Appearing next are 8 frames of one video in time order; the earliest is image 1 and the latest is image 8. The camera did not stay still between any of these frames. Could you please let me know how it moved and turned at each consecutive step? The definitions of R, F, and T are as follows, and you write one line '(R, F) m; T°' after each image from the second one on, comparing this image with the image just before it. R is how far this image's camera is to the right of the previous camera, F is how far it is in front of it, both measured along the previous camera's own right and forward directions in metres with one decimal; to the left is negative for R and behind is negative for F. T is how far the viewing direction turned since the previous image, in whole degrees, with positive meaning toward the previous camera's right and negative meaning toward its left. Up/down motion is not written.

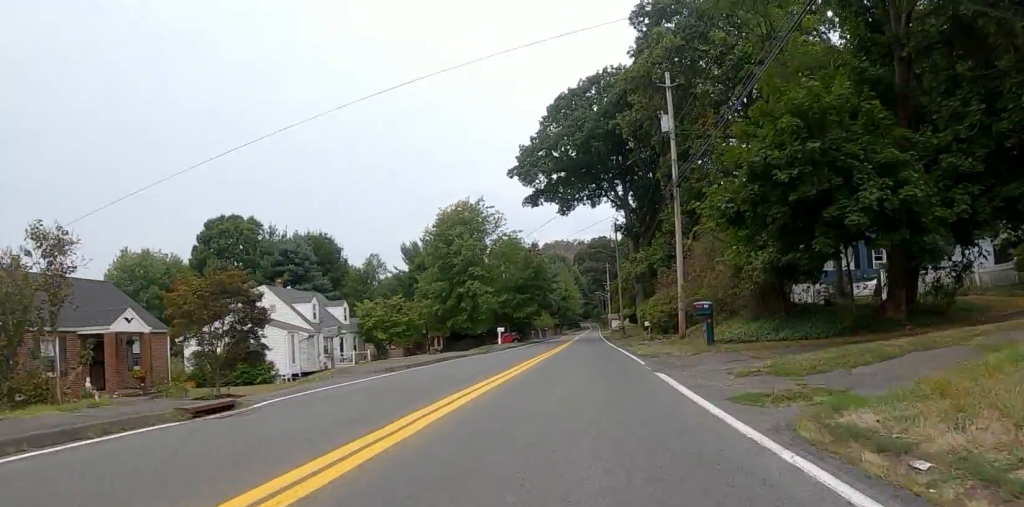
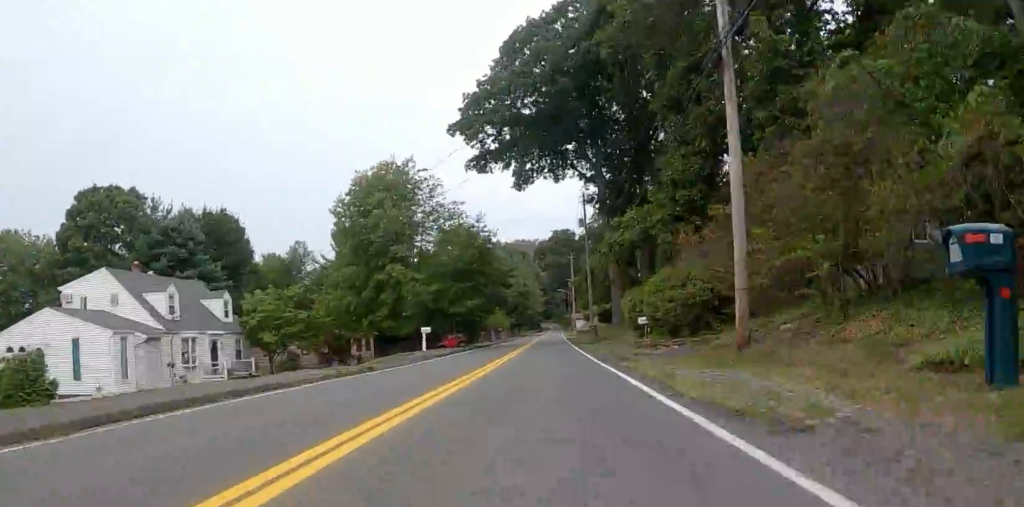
(+1.0, +13.0) m; +8°
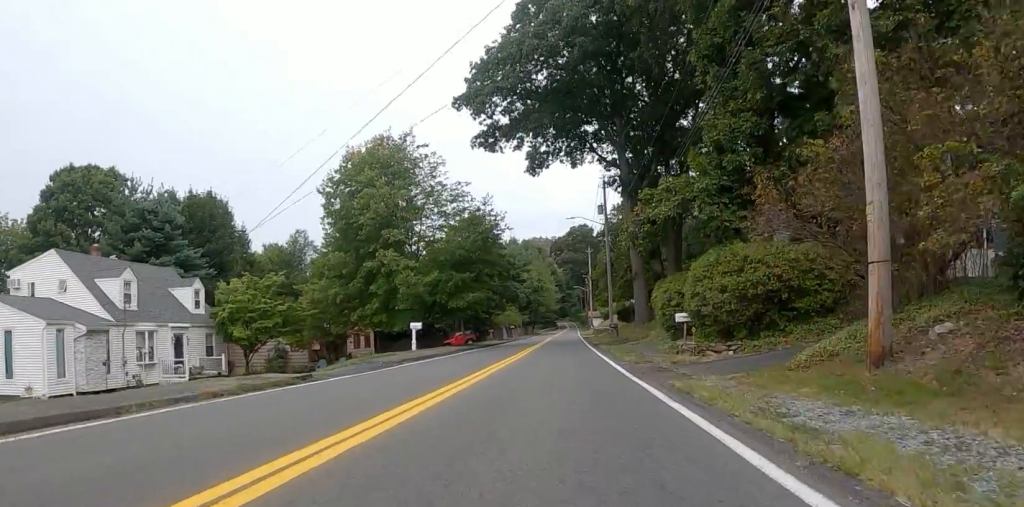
(-0.1, +5.2) m; -3°
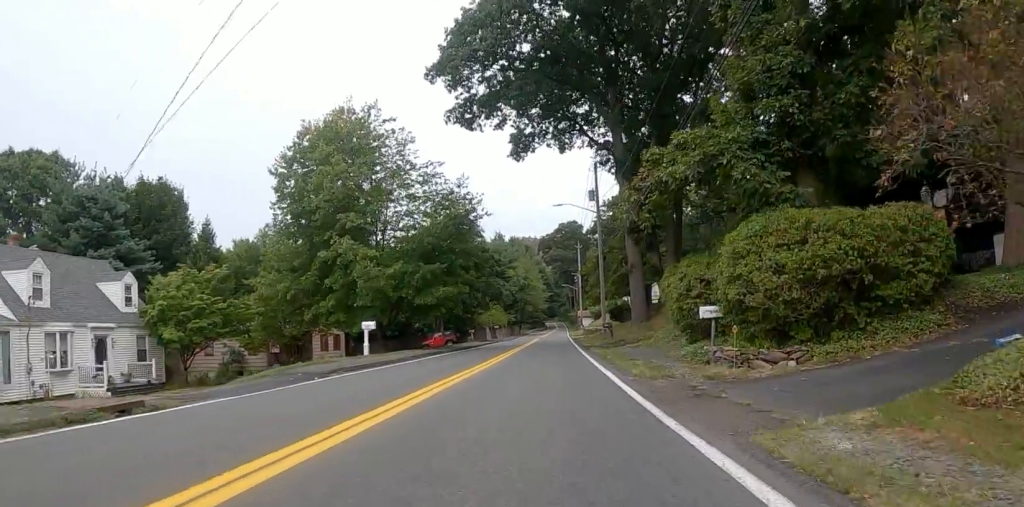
(-0.2, +5.1) m; -5°
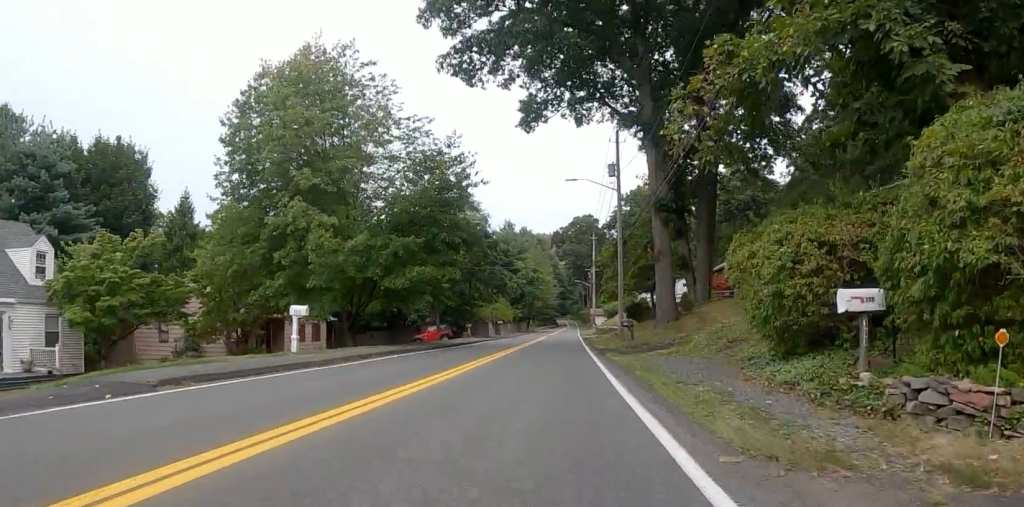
(-0.3, +6.6) m; +1°
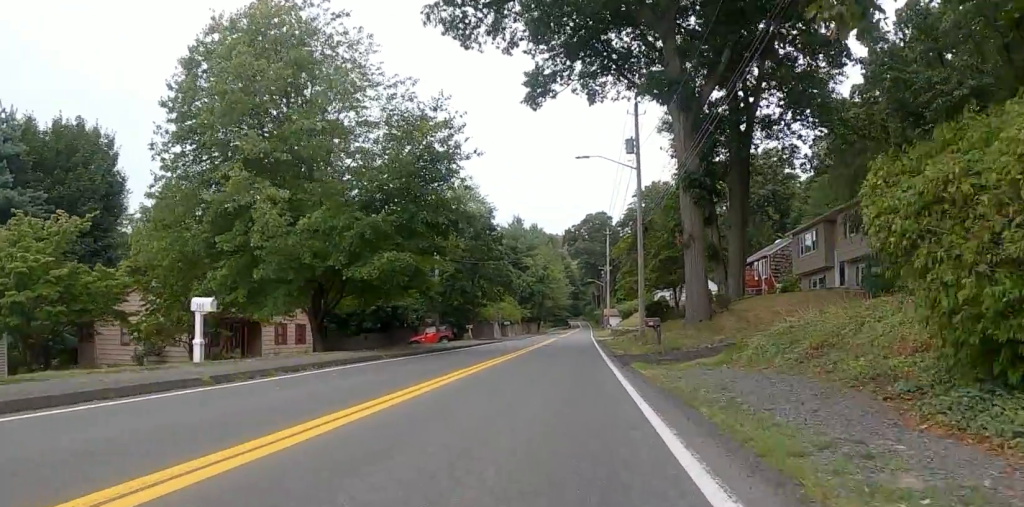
(+0.3, +5.0) m; +2°
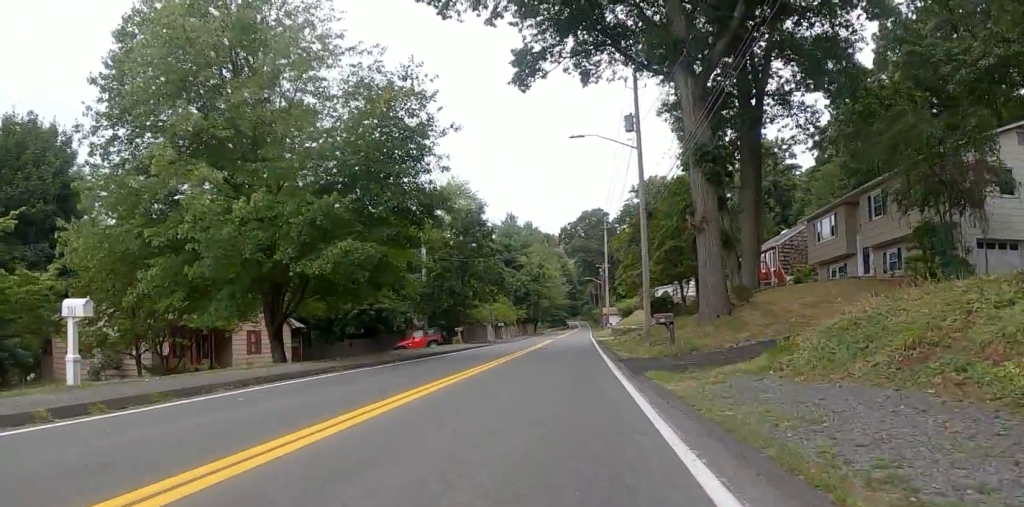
(+0.1, +3.4) m; +1°
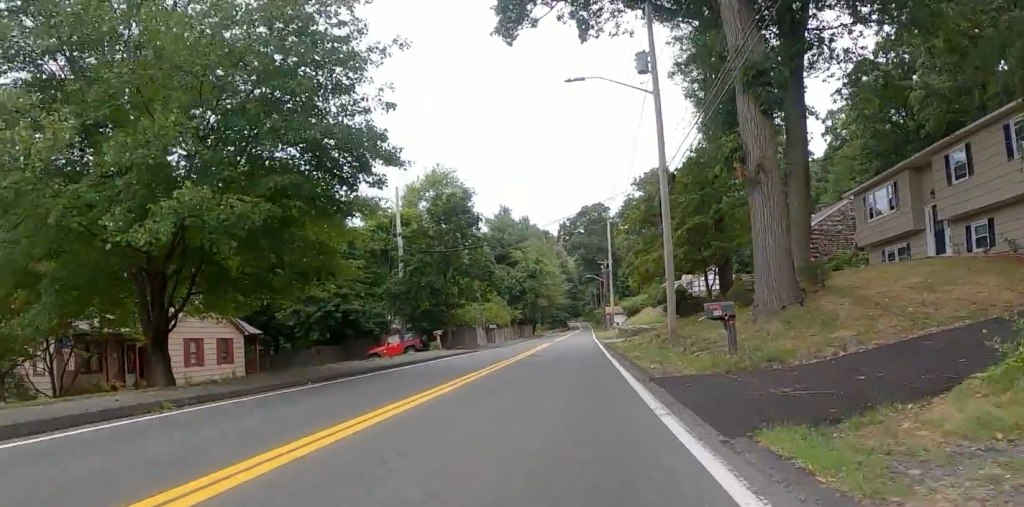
(0.0, +6.6) m; -1°
